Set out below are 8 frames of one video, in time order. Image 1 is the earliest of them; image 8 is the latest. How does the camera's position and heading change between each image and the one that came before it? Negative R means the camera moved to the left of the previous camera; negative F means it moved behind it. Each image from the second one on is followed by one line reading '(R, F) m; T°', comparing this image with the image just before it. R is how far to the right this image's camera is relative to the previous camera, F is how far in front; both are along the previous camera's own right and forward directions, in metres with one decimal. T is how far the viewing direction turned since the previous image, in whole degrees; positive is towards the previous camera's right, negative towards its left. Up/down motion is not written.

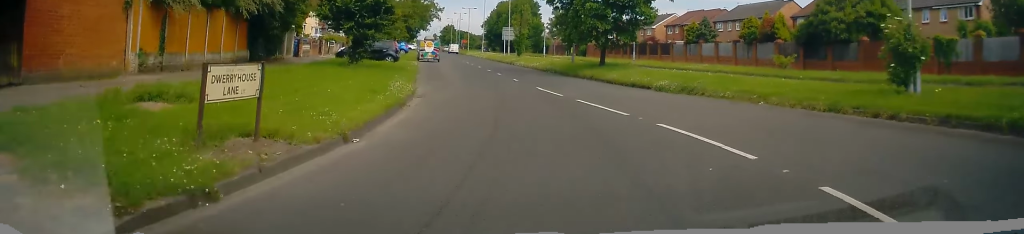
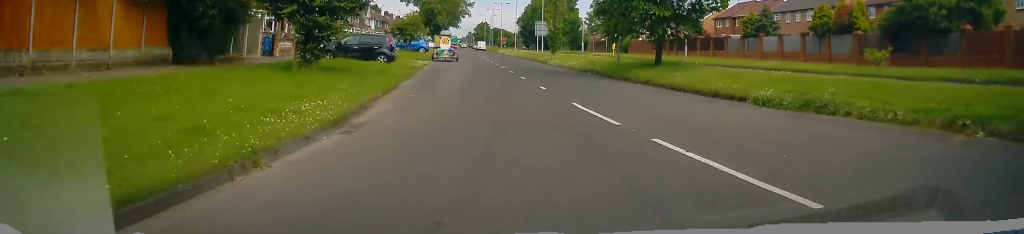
(-0.1, +8.4) m; -1°
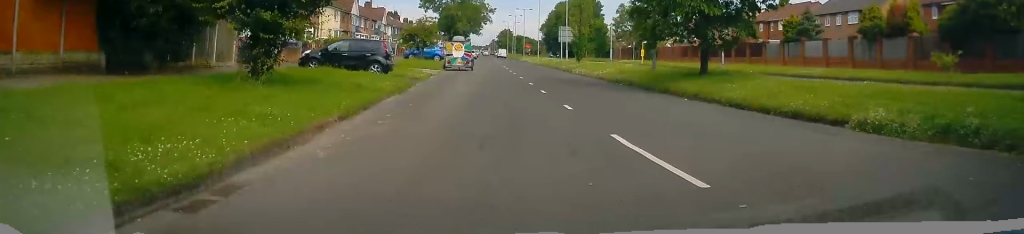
(0.0, +4.5) m; -1°
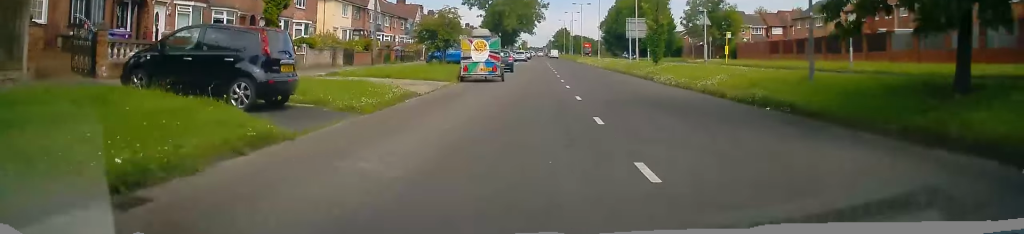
(-0.6, +13.7) m; -6°
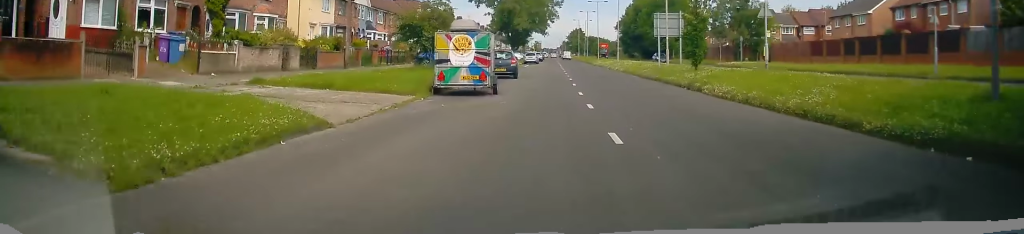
(-0.2, +7.6) m; -3°
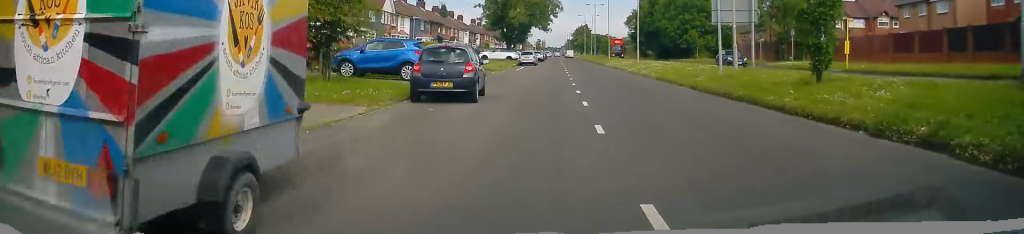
(-0.2, +14.9) m; 0°
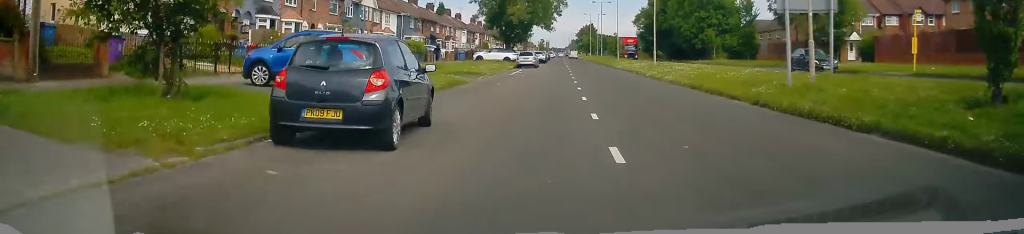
(+0.1, +7.4) m; 0°
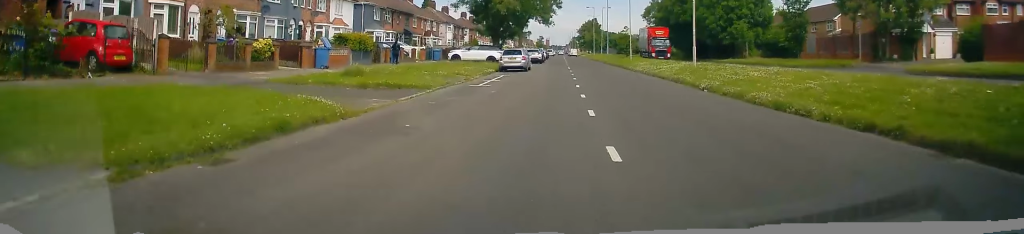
(-0.3, +13.6) m; -1°
